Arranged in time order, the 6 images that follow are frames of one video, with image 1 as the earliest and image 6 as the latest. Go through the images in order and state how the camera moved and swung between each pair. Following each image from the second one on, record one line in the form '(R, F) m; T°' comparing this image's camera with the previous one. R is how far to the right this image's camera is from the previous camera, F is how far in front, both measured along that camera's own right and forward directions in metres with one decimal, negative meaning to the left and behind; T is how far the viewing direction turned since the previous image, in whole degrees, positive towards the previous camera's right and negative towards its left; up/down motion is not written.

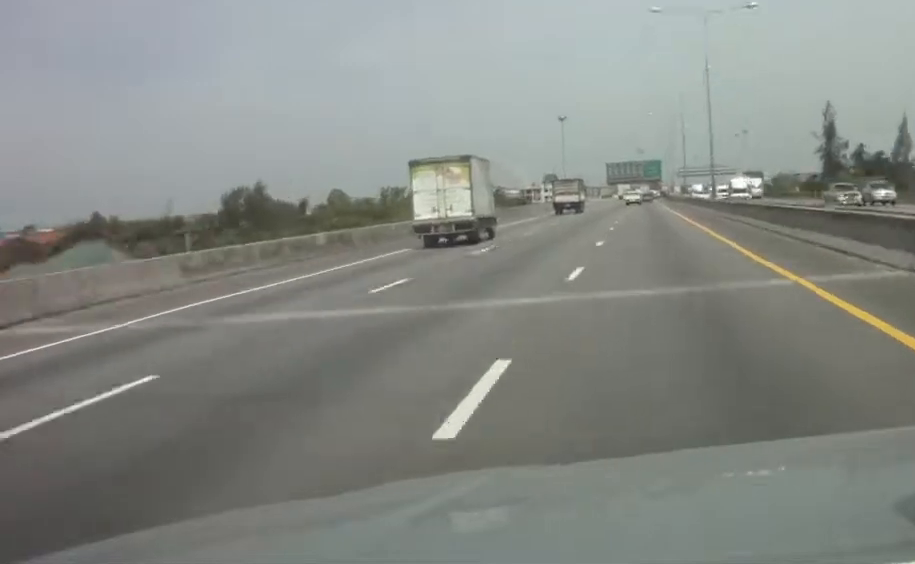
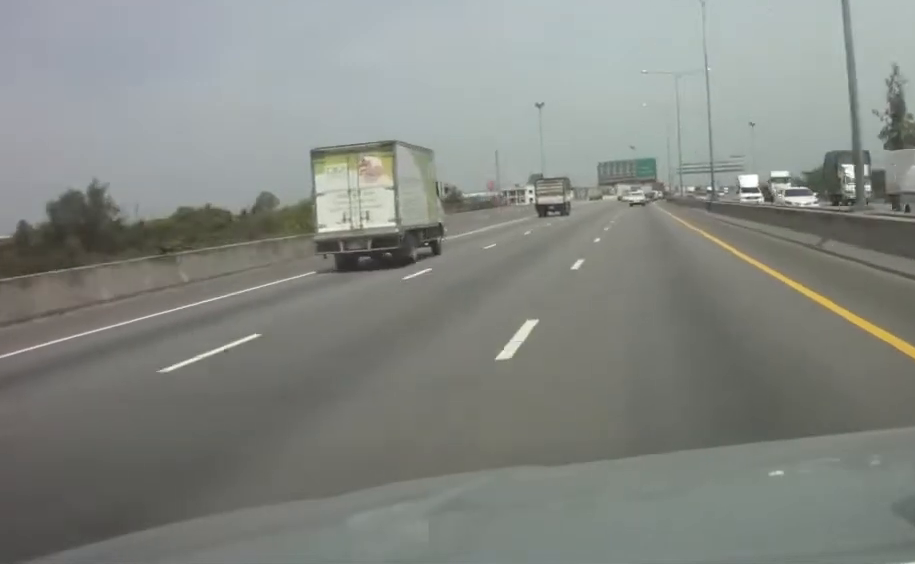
(+0.1, +44.6) m; 0°
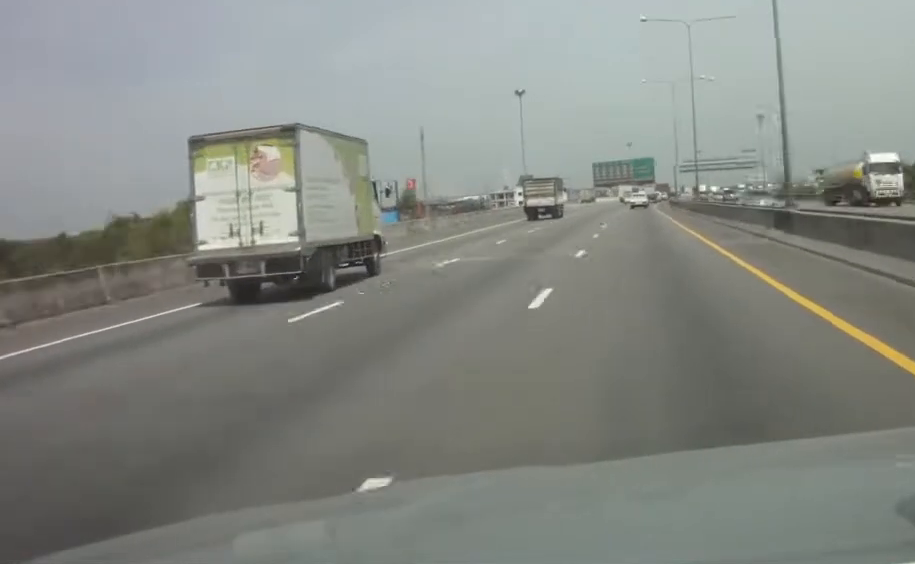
(+0.1, +30.9) m; 0°
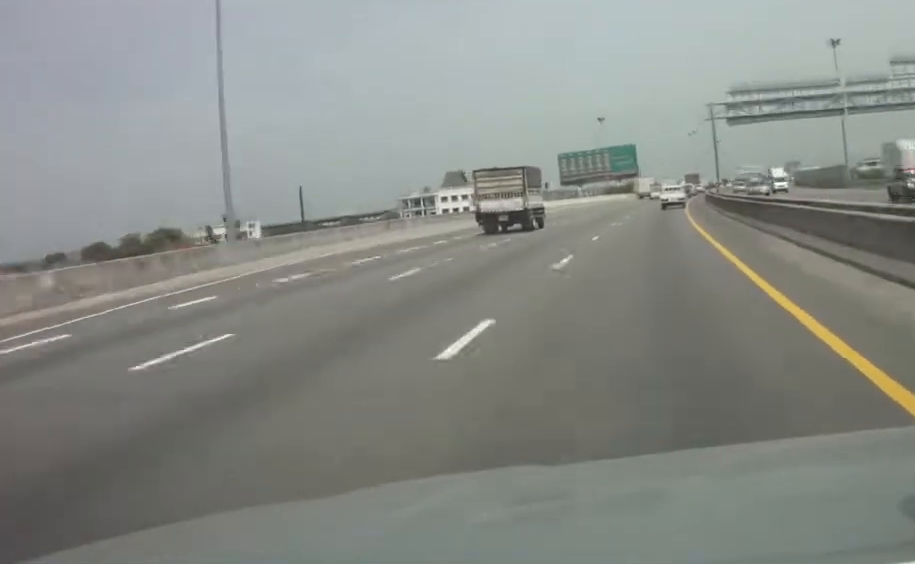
(+1.2, +136.3) m; +2°
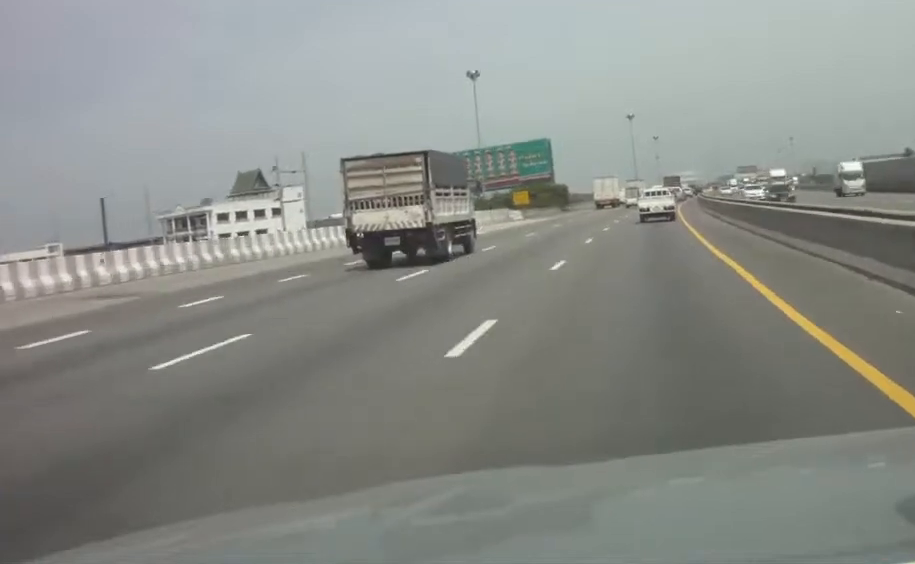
(+3.2, +118.4) m; +3°
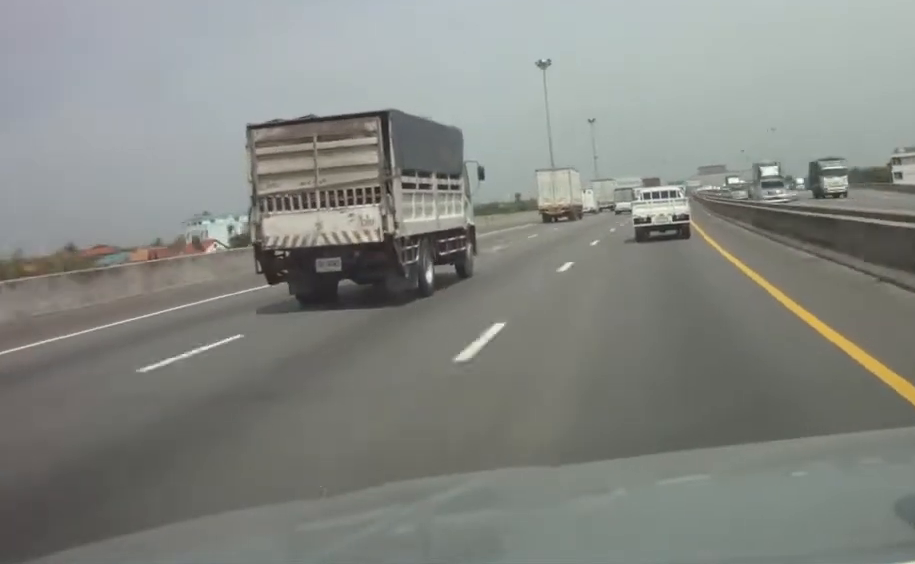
(+3.7, +120.0) m; +4°
